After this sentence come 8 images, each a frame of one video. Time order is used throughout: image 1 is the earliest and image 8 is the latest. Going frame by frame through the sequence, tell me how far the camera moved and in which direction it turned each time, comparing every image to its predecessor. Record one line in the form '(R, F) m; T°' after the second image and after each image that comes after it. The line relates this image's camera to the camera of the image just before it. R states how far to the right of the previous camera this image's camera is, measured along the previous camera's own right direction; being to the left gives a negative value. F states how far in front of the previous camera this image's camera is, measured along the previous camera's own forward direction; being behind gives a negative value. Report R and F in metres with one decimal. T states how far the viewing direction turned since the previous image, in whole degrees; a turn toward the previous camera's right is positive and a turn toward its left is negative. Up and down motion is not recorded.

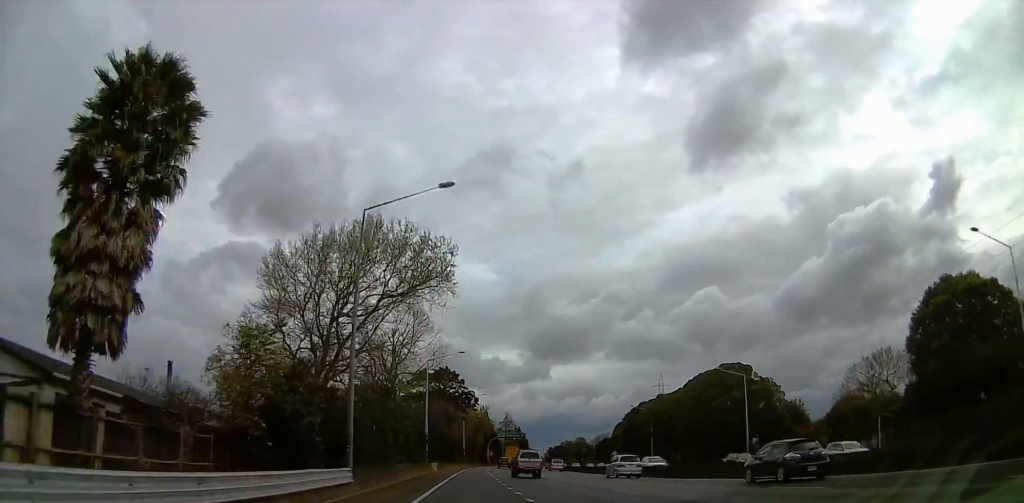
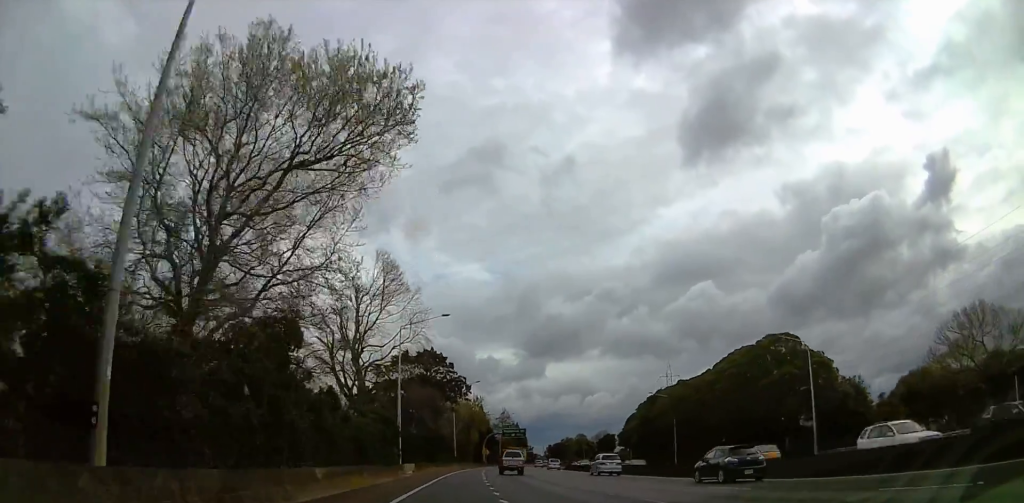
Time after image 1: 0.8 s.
(+0.2, +16.6) m; 0°
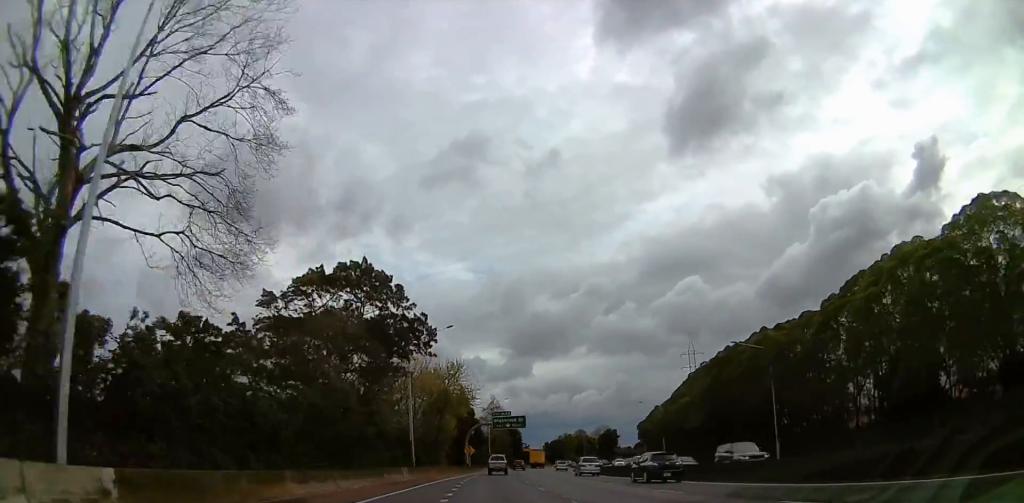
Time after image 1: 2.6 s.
(-0.7, +38.2) m; -1°
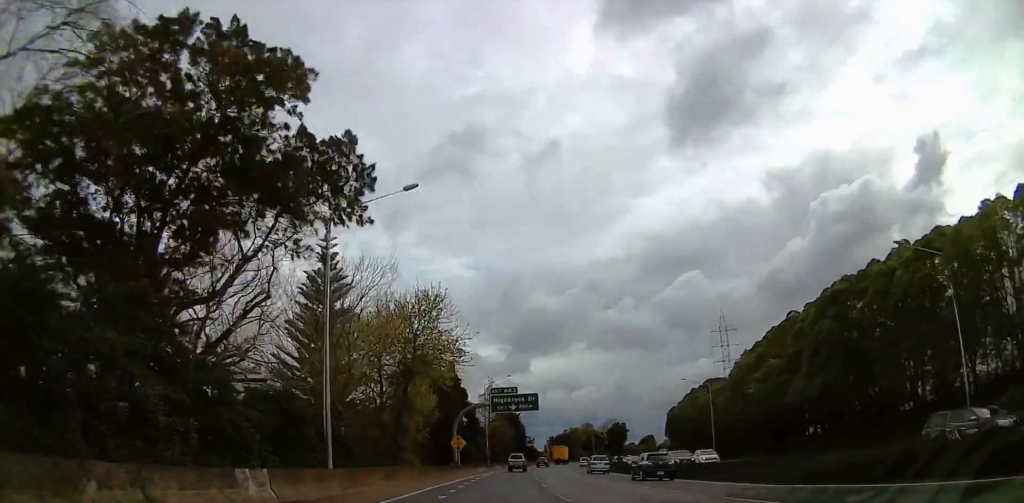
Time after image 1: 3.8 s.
(+0.1, +27.1) m; 0°
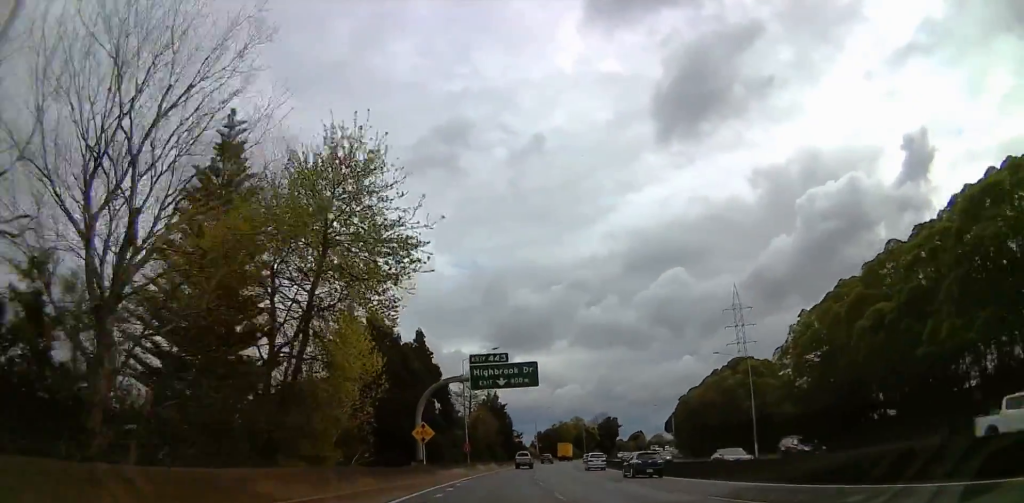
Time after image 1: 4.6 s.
(0.0, +20.0) m; +2°
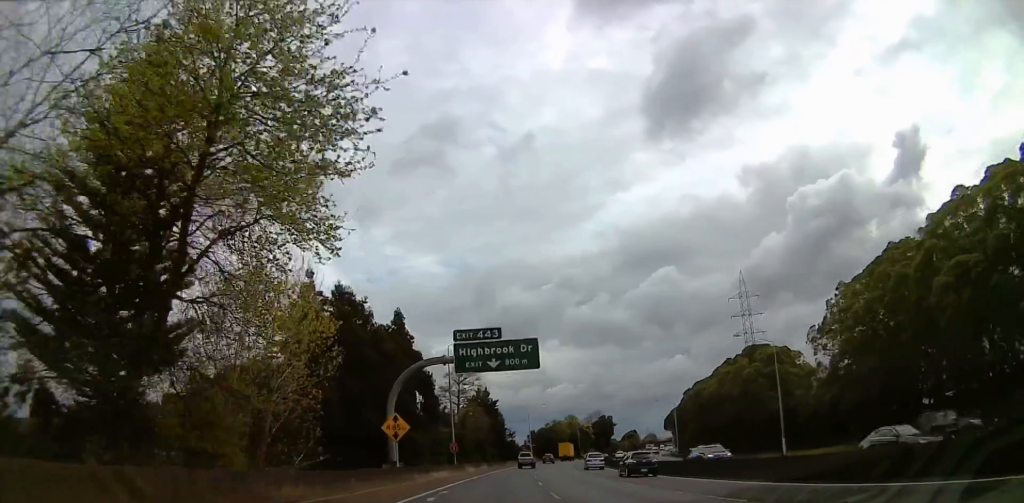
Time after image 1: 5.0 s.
(-0.3, +9.1) m; +1°
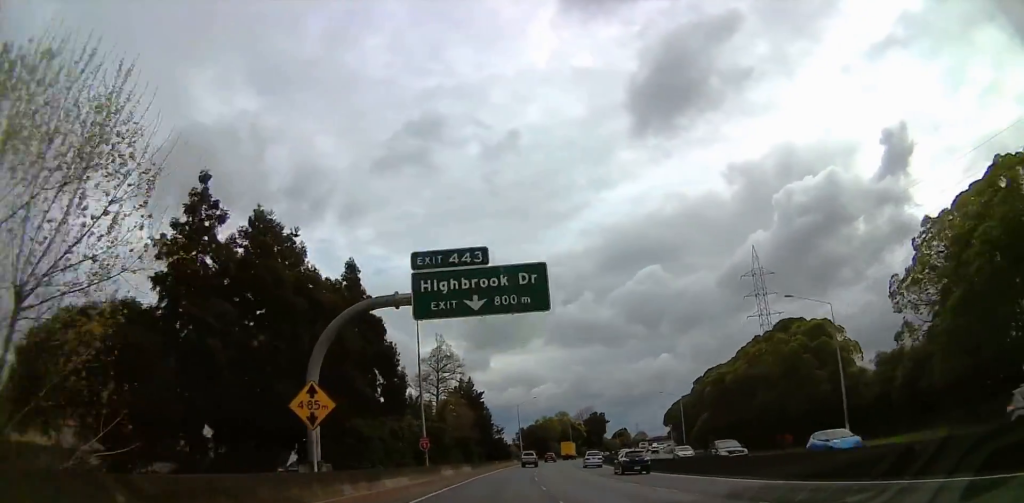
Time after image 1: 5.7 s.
(+0.6, +14.5) m; +2°
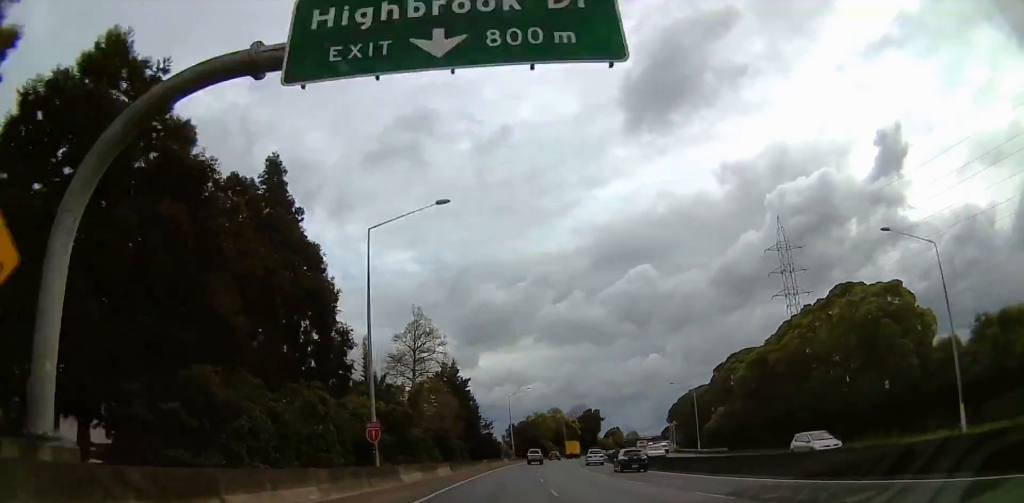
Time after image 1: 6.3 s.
(+0.5, +14.6) m; +2°
